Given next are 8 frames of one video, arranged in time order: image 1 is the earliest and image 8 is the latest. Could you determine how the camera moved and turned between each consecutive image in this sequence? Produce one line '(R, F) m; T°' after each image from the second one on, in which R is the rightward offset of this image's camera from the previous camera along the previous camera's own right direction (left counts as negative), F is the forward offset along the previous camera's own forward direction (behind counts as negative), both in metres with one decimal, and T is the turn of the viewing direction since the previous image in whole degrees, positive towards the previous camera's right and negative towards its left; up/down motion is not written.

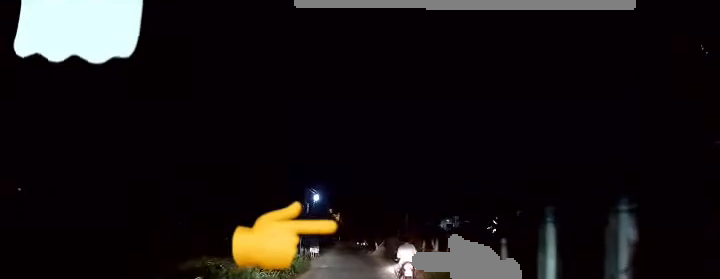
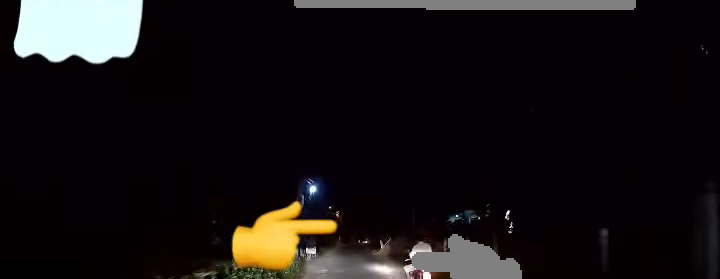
(-0.1, +3.8) m; 0°
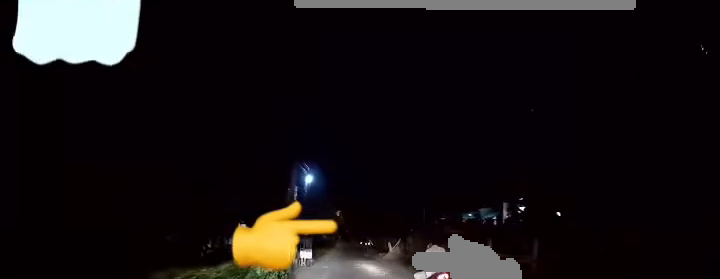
(+0.1, +4.4) m; +2°
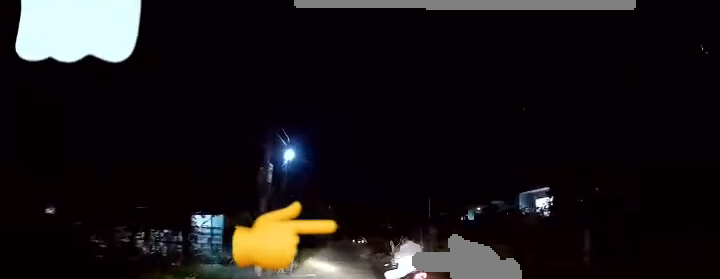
(+0.1, +5.0) m; +2°
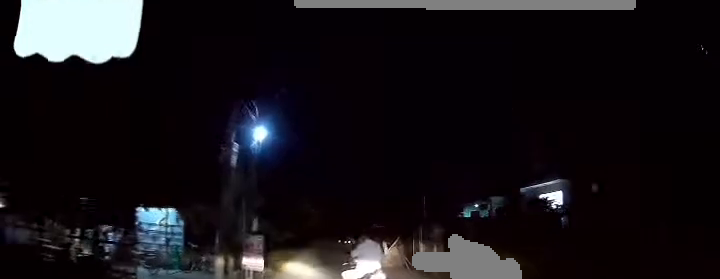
(0.0, +3.0) m; 0°
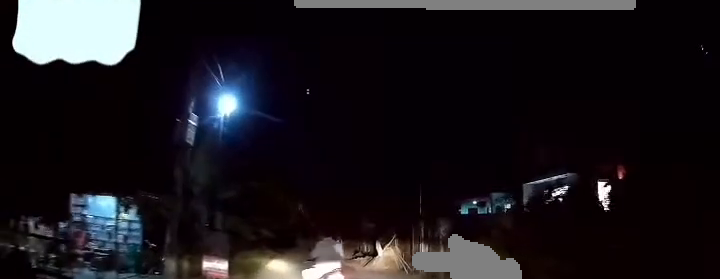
(0.0, +2.2) m; 0°
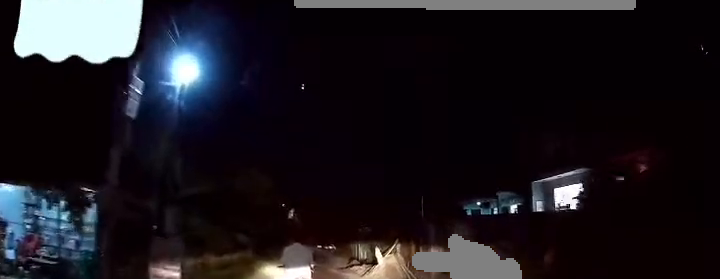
(0.0, +2.3) m; 0°
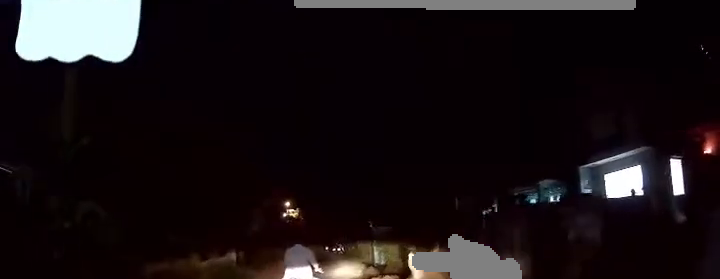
(0.0, +4.7) m; -1°
